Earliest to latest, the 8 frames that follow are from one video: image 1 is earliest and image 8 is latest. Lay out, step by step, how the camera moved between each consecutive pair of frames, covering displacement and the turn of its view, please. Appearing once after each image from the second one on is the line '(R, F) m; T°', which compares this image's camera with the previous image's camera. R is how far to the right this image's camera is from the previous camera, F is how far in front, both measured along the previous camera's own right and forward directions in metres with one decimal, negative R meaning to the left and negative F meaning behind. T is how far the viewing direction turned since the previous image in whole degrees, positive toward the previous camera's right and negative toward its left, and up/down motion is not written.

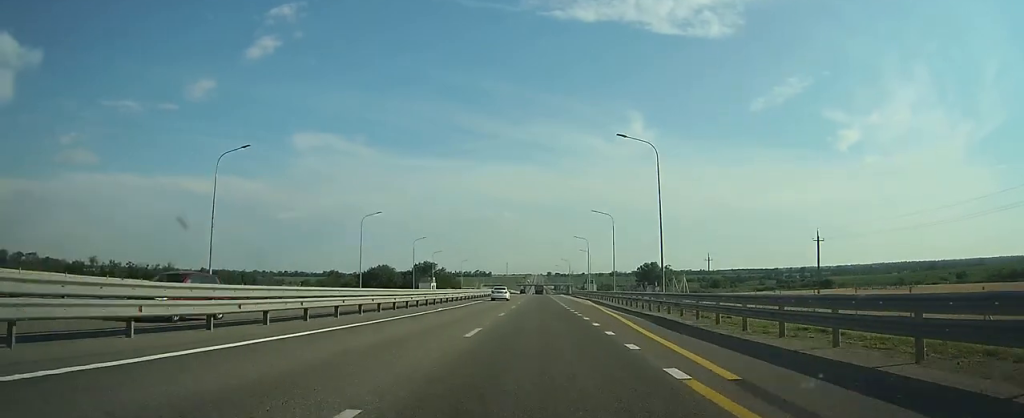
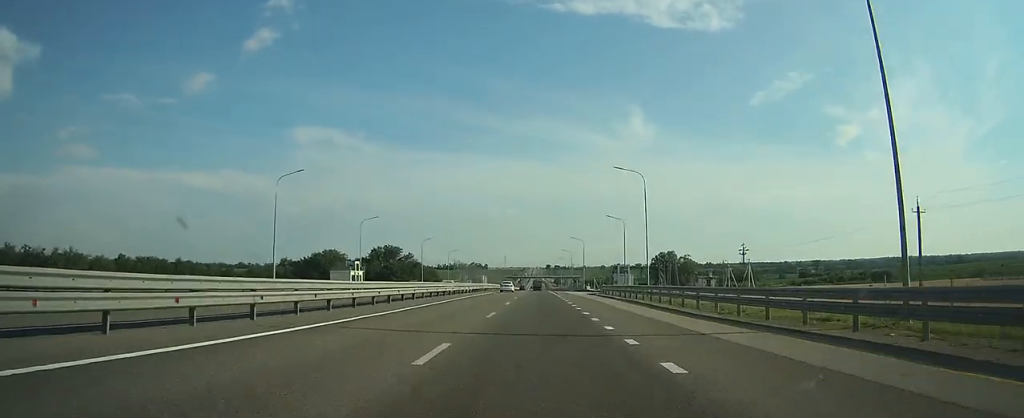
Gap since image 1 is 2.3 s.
(-0.5, +66.1) m; -1°
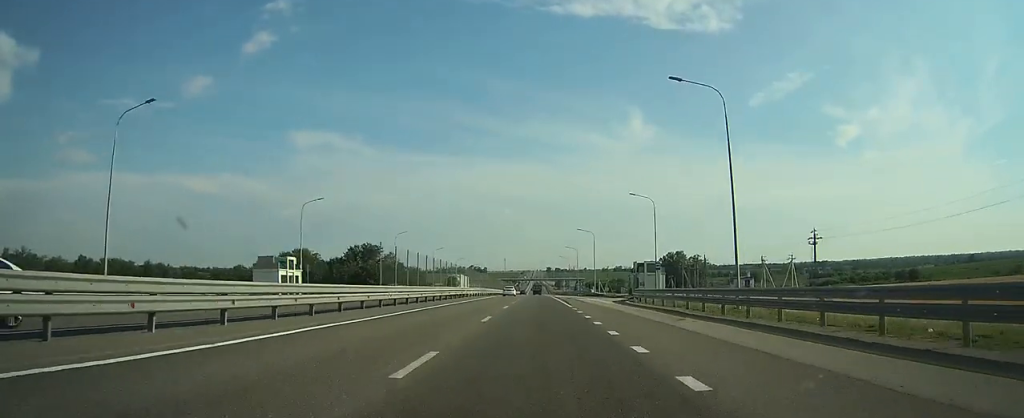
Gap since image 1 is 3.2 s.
(0.0, +25.3) m; 0°
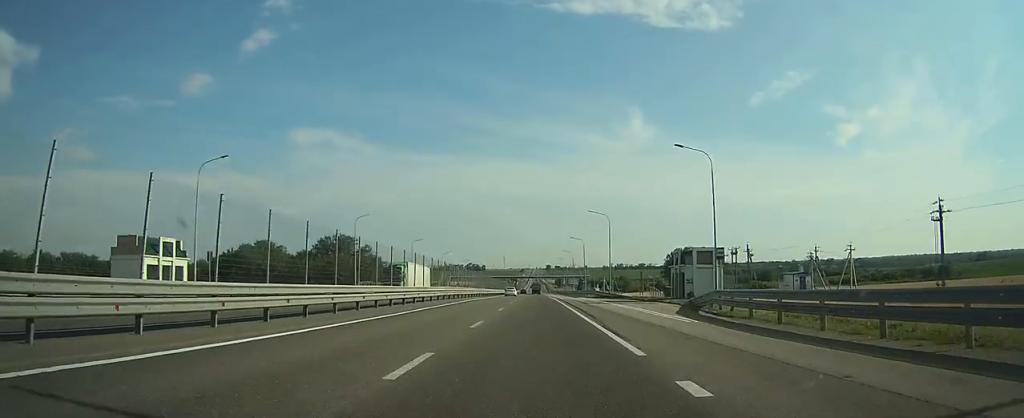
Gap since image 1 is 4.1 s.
(0.0, +24.3) m; 0°
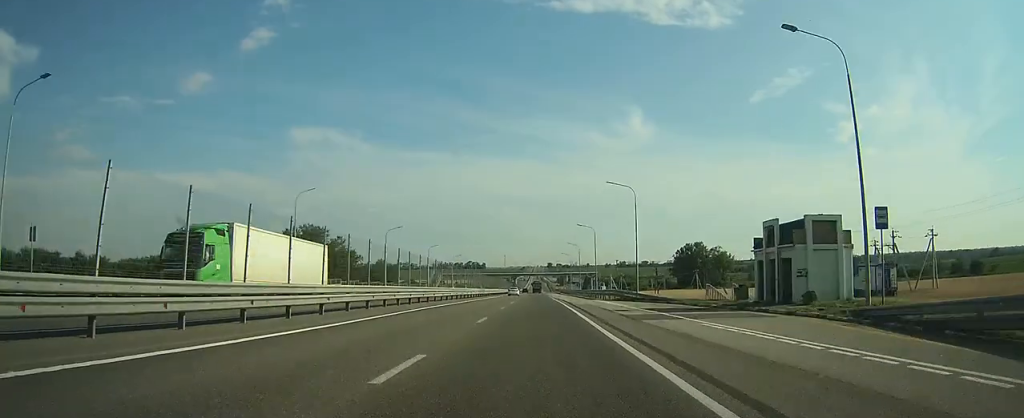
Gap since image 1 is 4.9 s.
(0.0, +22.2) m; 0°
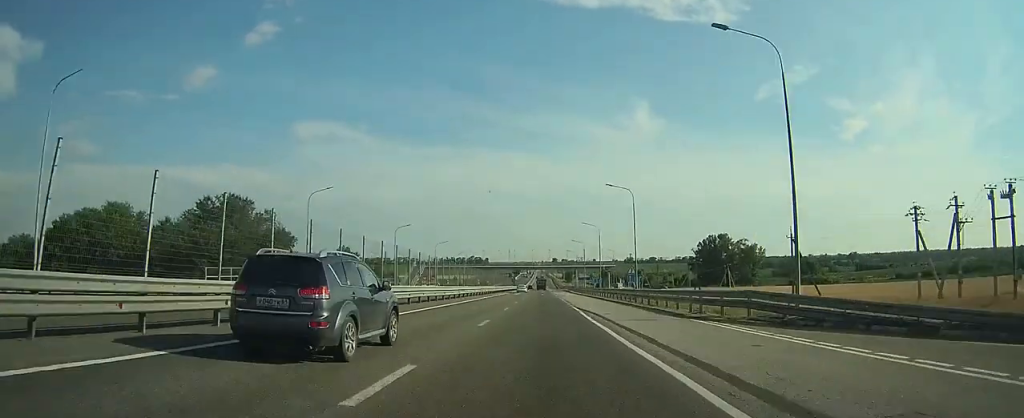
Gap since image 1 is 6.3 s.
(-0.2, +37.7) m; 0°
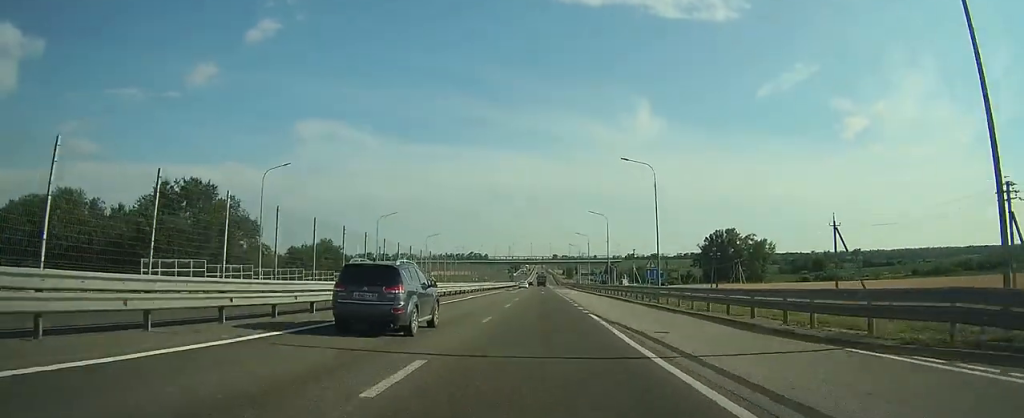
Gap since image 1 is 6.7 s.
(0.0, +11.9) m; 0°
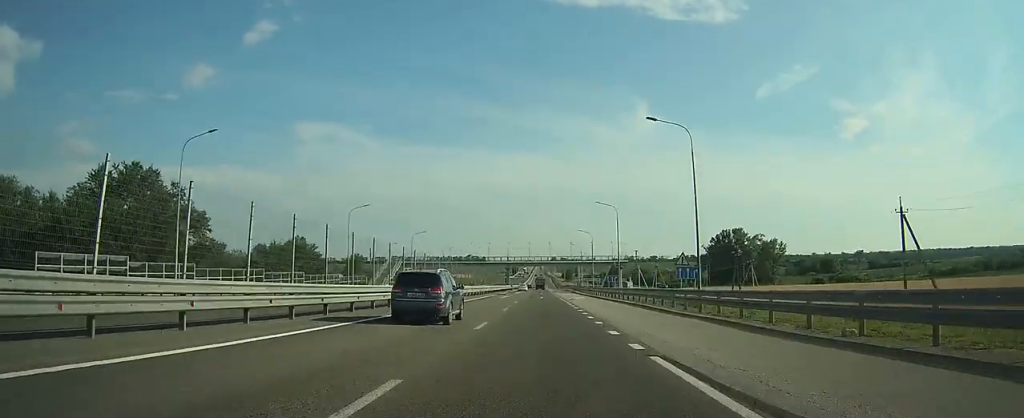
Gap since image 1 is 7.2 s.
(+0.1, +13.7) m; 0°
